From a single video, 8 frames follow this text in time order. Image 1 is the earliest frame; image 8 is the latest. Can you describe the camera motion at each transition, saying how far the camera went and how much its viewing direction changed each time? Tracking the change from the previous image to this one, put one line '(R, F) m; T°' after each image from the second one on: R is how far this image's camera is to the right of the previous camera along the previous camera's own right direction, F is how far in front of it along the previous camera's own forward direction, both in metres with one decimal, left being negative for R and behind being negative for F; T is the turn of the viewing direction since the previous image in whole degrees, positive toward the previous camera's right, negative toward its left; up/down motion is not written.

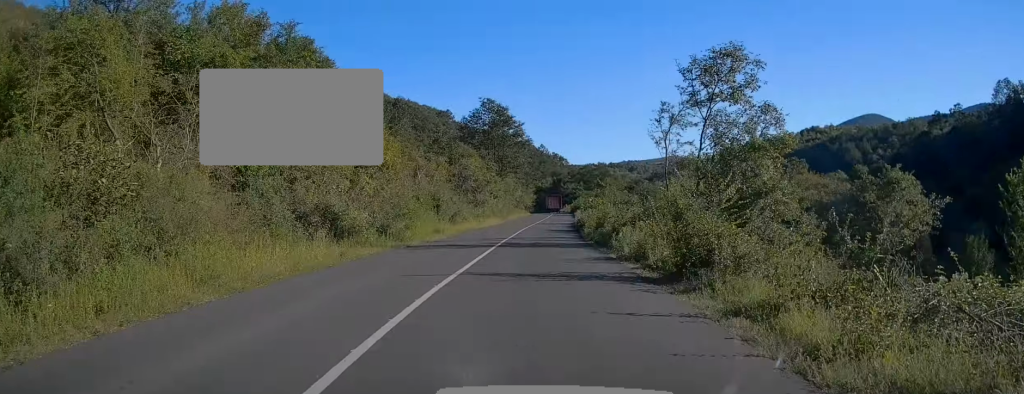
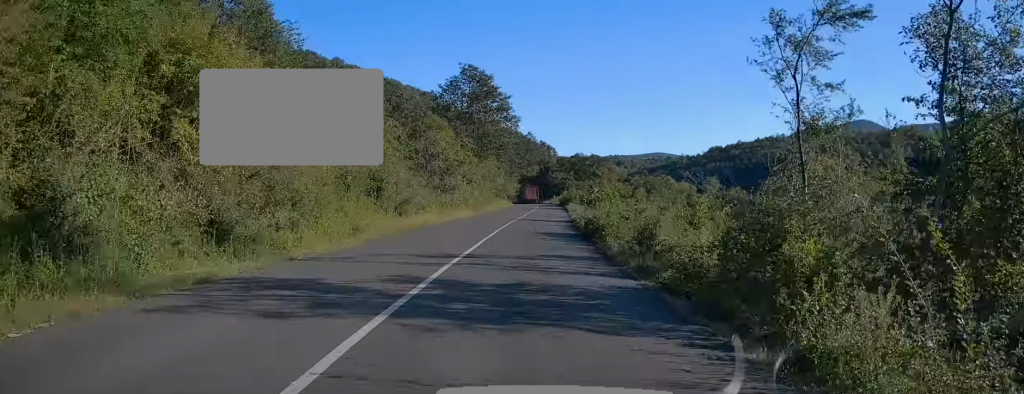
(+0.3, +14.1) m; +2°
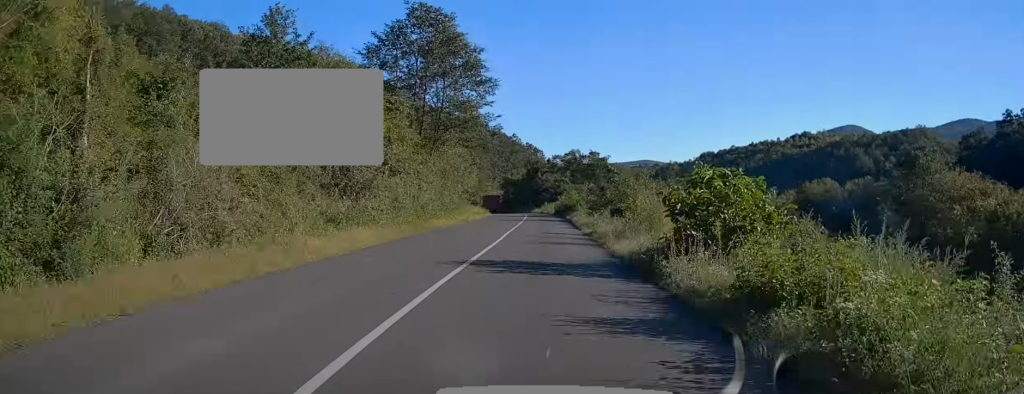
(+0.3, +24.5) m; +1°
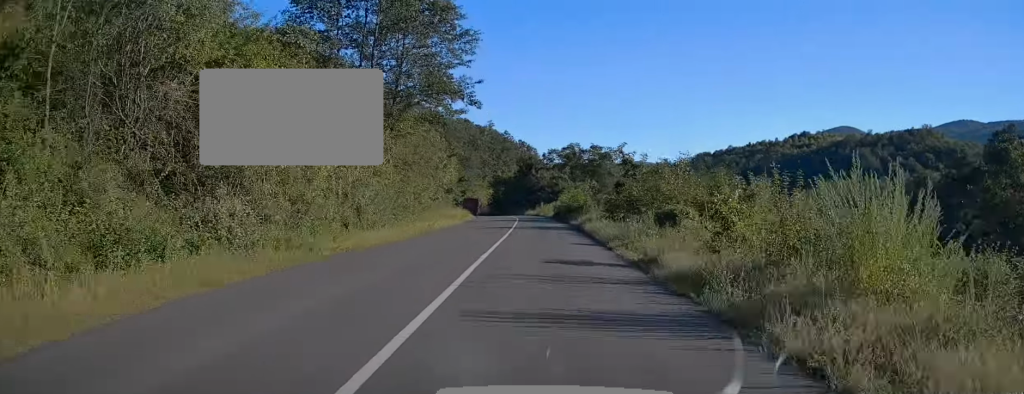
(0.0, +12.9) m; 0°
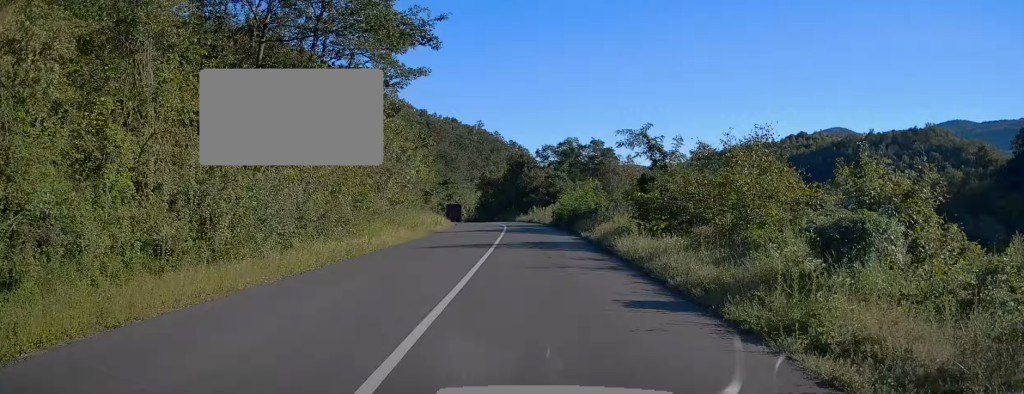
(+0.1, +11.6) m; 0°
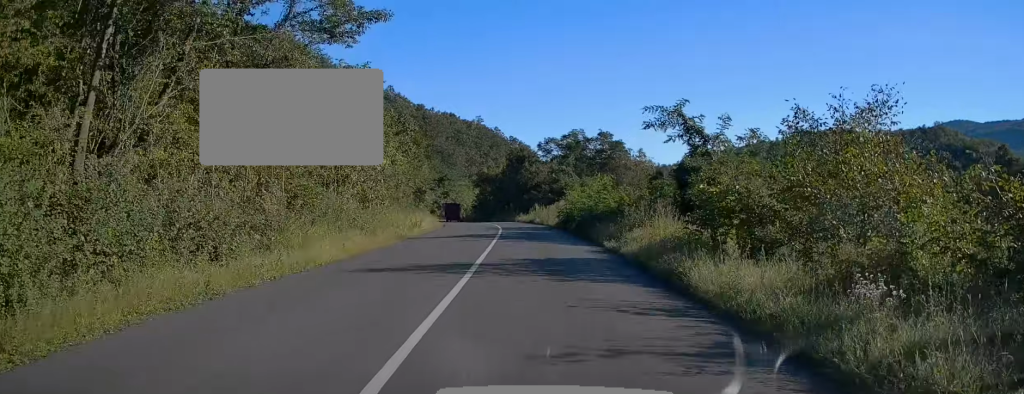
(0.0, +7.3) m; 0°
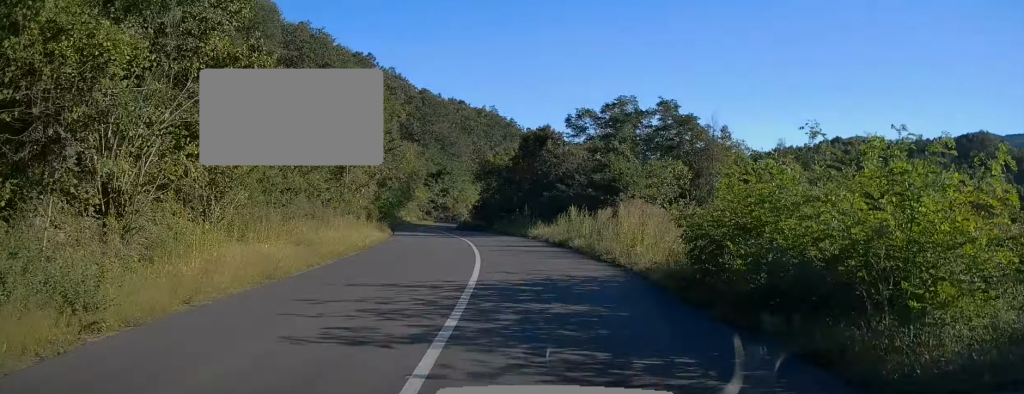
(-0.2, +24.1) m; -2°
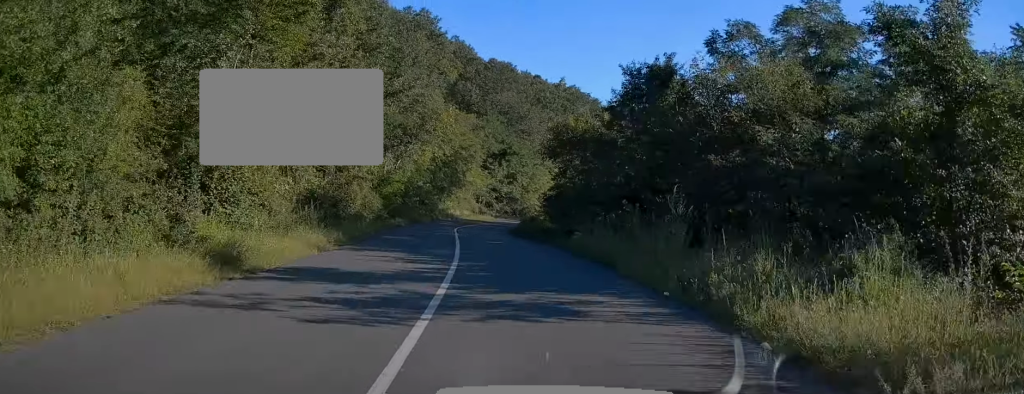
(-0.6, +23.4) m; -5°
